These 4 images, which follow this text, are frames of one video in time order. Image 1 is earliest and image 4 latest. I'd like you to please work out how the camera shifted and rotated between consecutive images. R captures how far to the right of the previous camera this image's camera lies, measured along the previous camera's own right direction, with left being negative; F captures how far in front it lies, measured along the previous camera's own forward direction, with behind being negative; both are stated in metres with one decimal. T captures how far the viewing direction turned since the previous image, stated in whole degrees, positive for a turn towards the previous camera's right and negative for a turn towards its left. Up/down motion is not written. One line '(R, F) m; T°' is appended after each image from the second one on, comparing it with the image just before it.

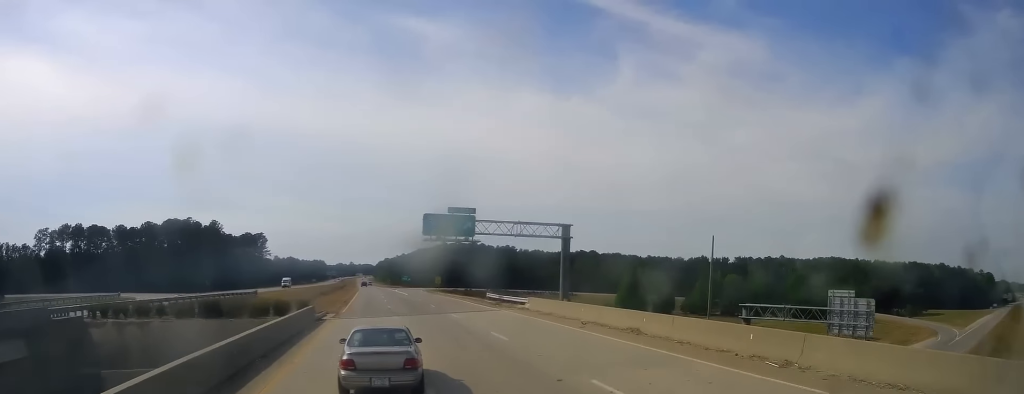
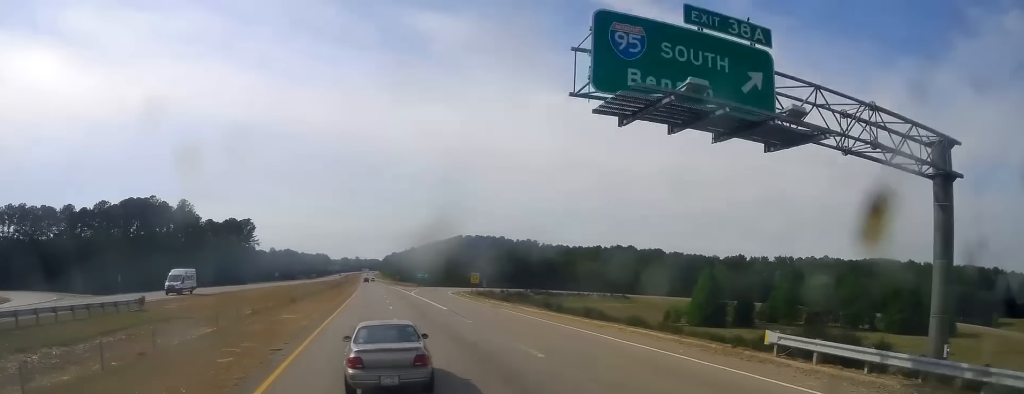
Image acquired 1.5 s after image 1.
(-1.3, +41.2) m; -3°
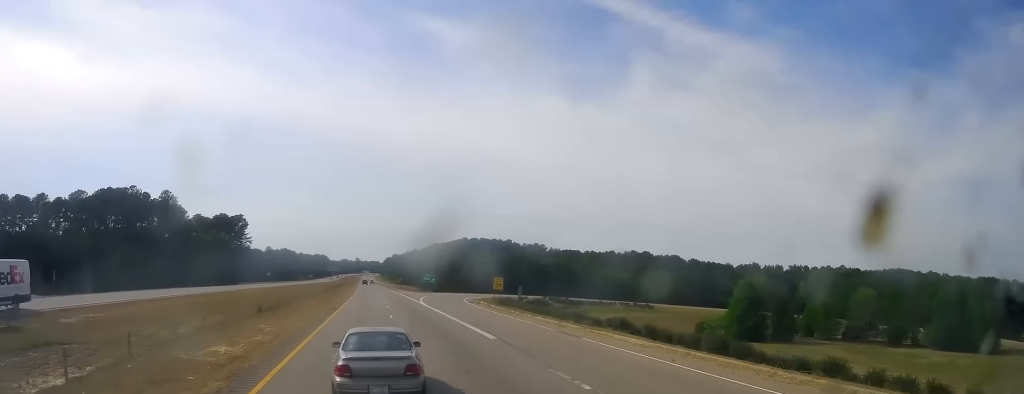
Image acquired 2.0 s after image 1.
(0.0, +16.2) m; 0°
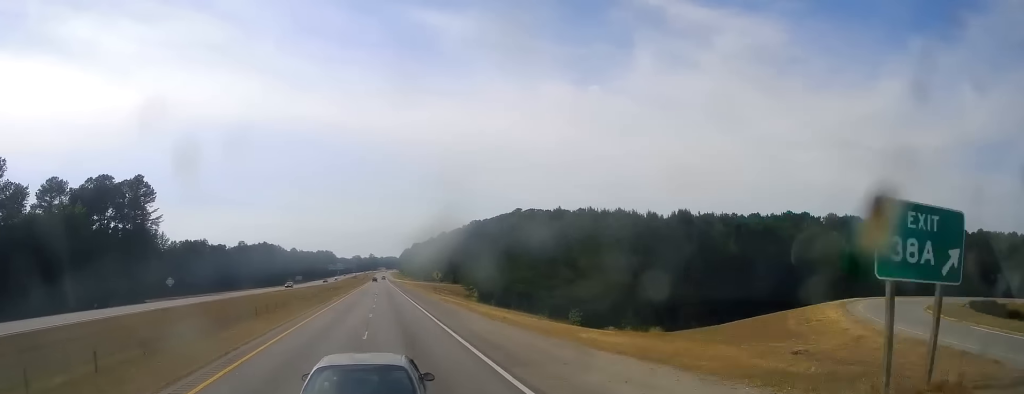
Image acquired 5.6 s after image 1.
(+2.4, +103.9) m; +1°
